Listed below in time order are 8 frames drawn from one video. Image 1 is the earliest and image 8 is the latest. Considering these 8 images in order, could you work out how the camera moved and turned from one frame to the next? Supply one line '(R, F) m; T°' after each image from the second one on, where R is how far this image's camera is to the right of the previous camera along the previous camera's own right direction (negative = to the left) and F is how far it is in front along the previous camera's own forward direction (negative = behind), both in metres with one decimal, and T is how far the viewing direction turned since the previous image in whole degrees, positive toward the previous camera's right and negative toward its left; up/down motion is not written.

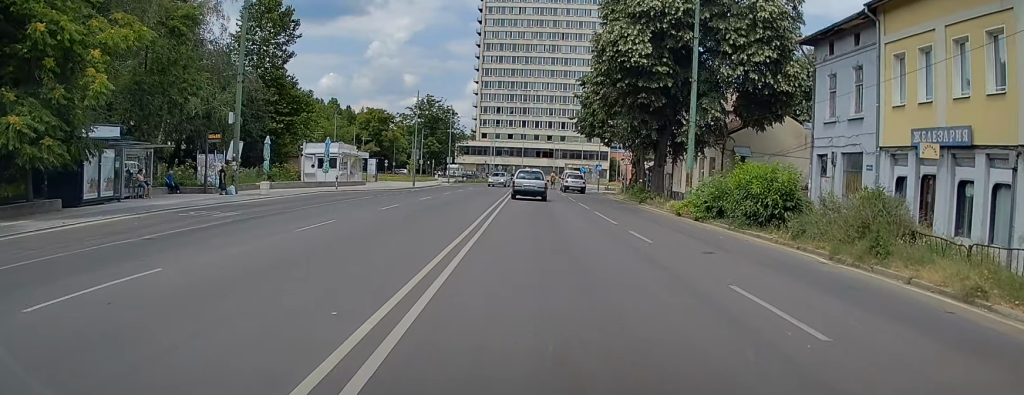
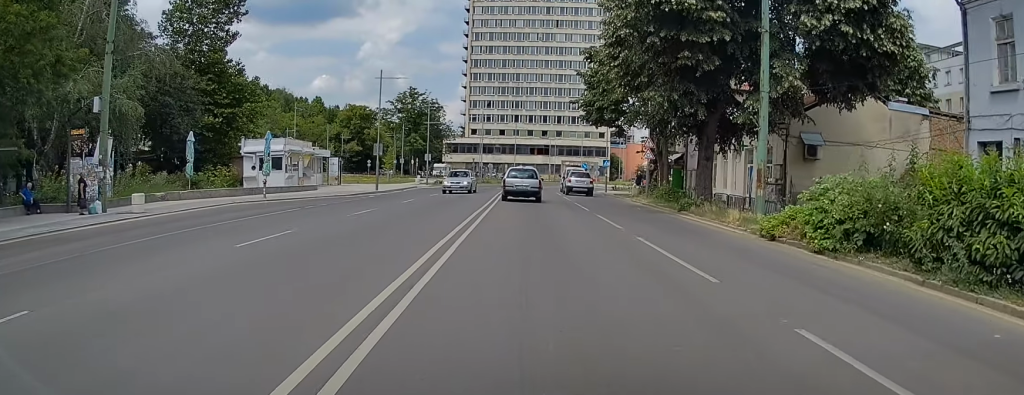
(-0.1, +12.0) m; -1°
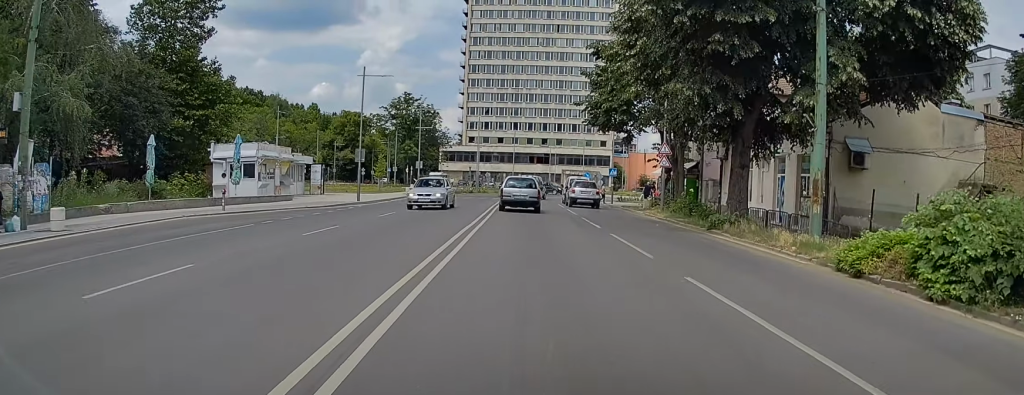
(0.0, +4.9) m; -1°
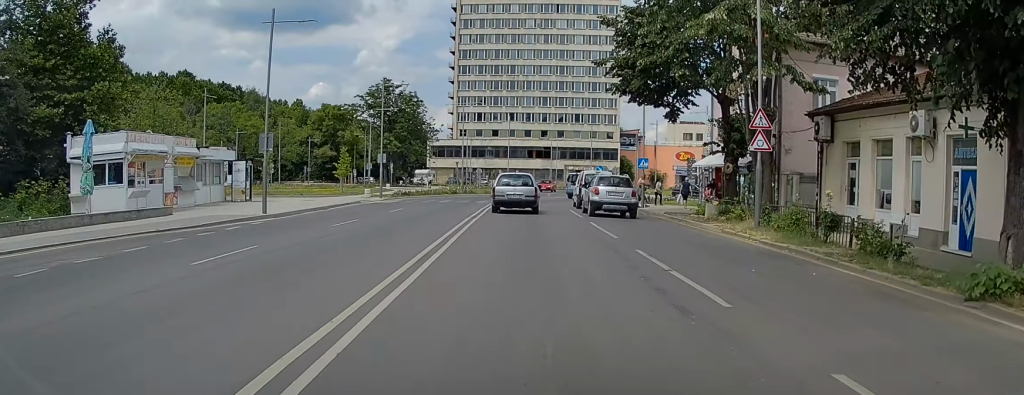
(-0.1, +14.4) m; +3°
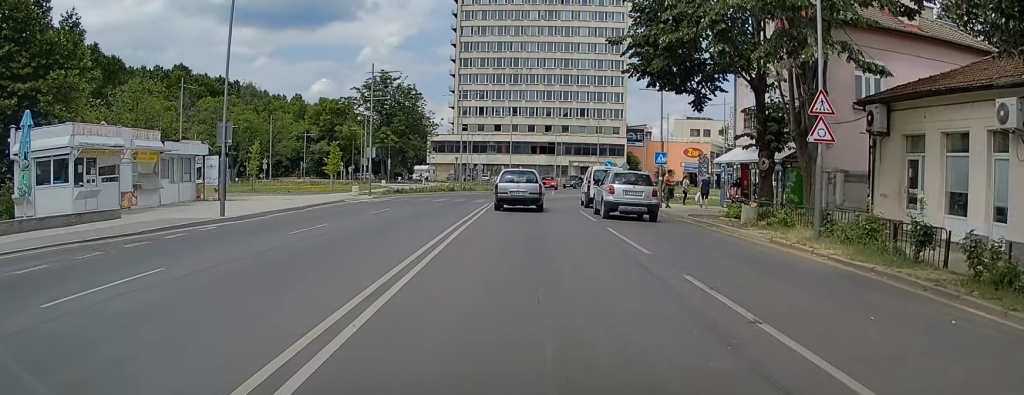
(+0.2, +4.0) m; 0°
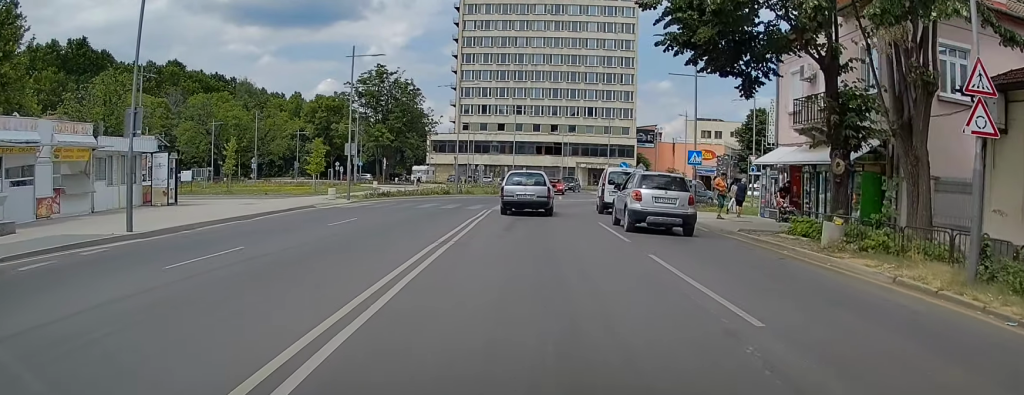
(+0.1, +5.8) m; 0°
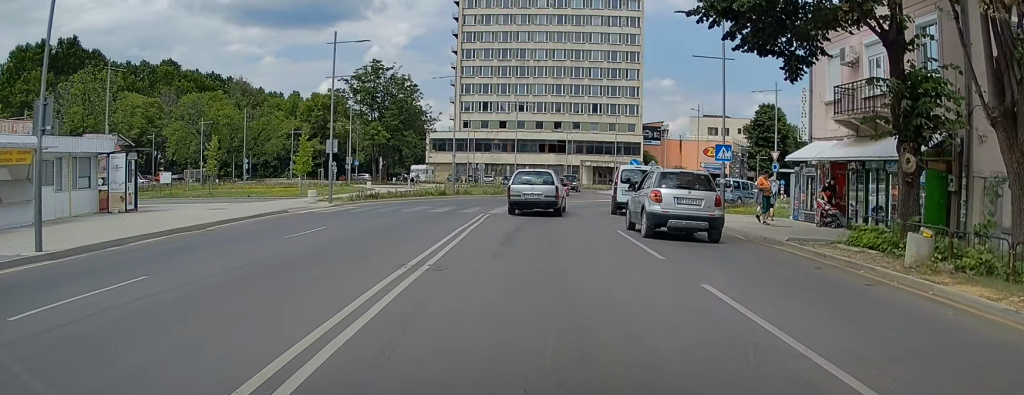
(-0.1, +3.6) m; -1°
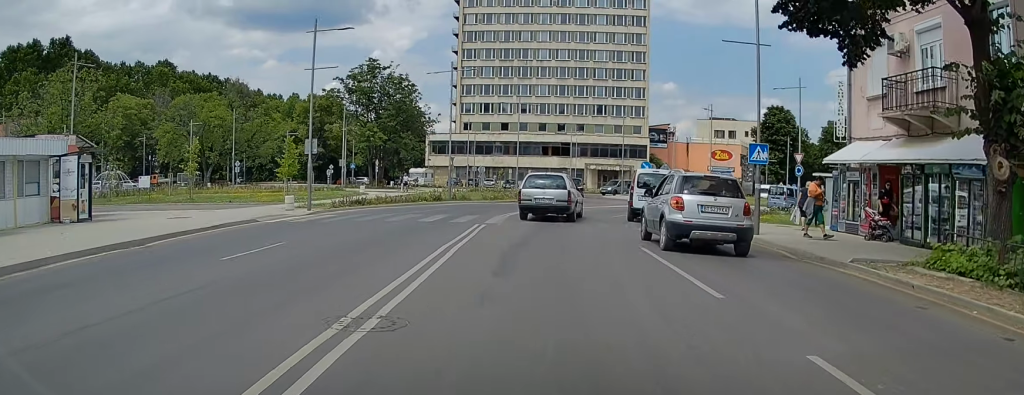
(0.0, +3.3) m; -1°
